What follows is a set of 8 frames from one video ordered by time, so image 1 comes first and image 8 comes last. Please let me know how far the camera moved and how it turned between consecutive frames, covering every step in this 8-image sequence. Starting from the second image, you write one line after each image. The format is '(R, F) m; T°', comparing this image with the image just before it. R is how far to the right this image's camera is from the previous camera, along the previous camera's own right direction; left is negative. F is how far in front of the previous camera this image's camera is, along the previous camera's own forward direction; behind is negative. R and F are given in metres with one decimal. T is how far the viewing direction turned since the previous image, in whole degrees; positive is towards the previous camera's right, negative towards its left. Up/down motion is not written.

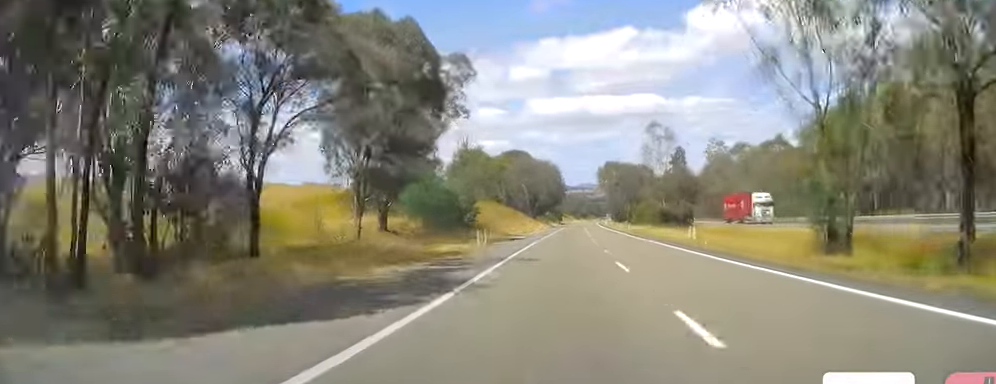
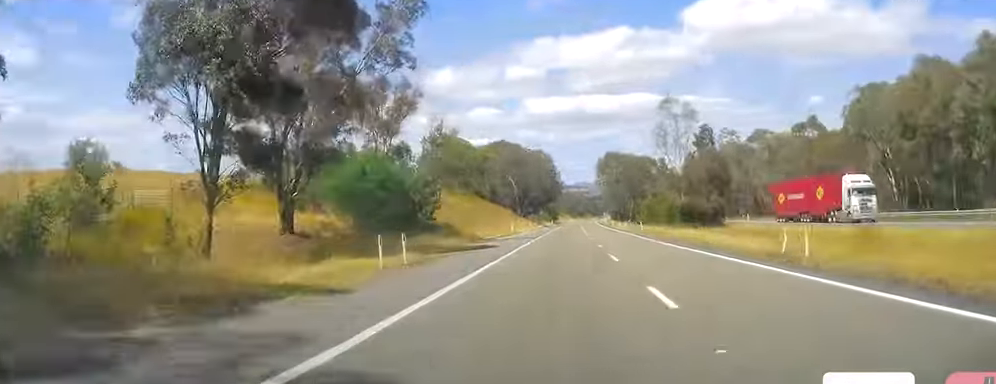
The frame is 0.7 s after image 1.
(-0.2, +21.0) m; 0°
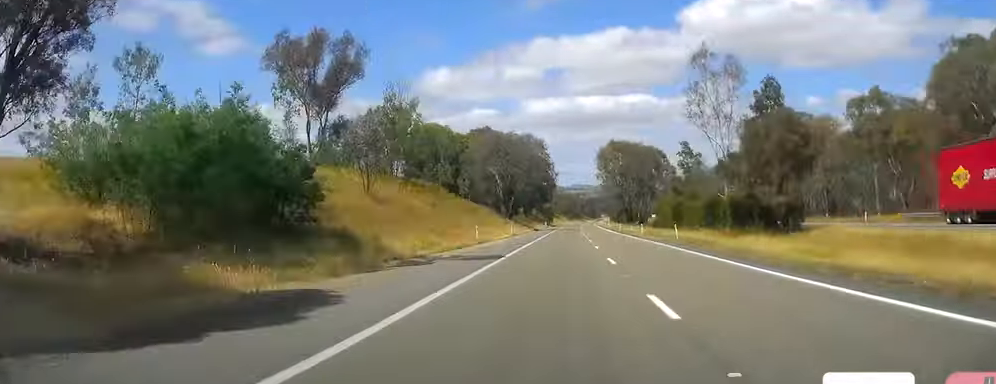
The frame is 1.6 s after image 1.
(+0.1, +24.8) m; 0°
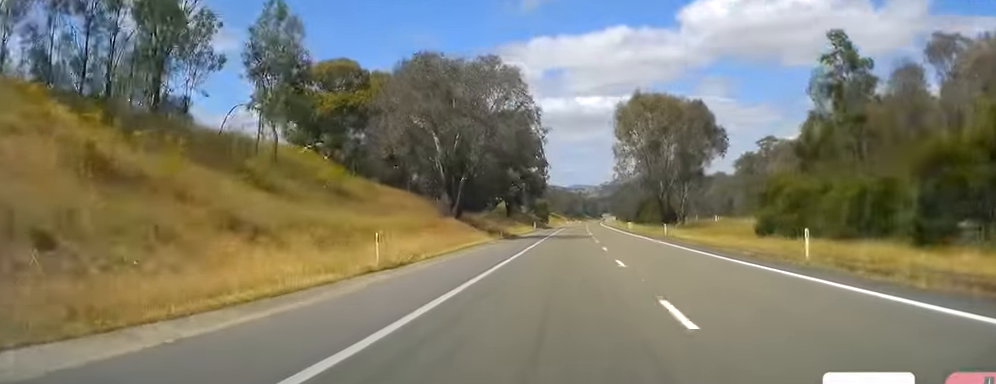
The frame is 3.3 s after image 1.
(+0.4, +49.2) m; +1°
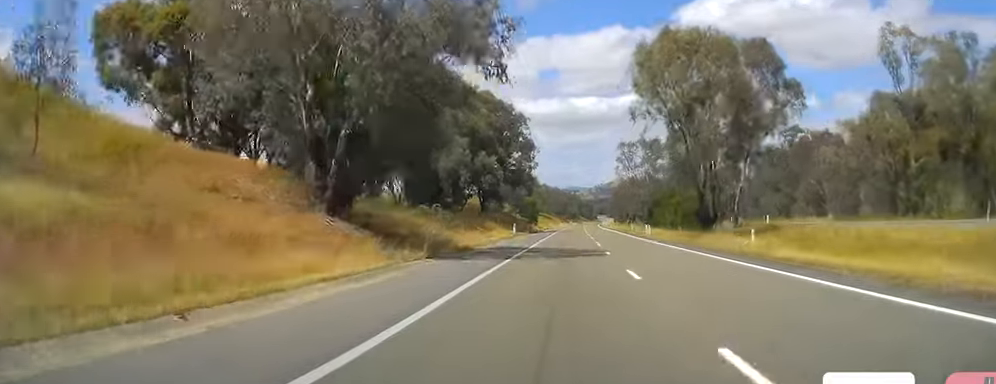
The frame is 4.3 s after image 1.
(+0.1, +28.5) m; 0°
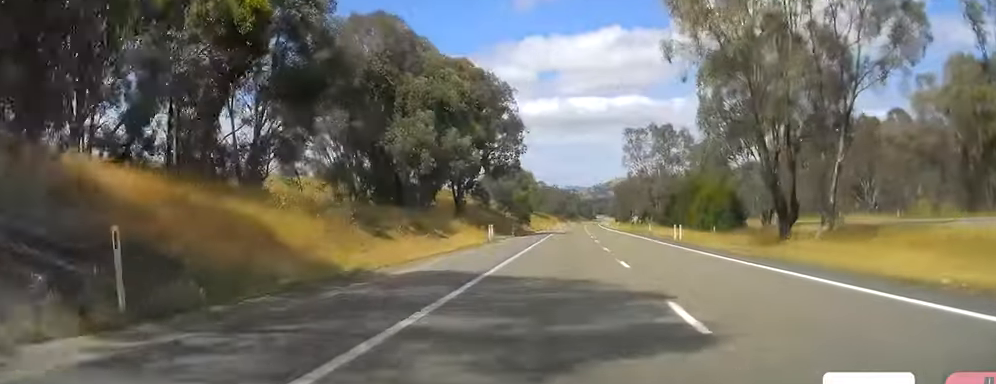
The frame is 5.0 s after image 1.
(-0.2, +19.9) m; 0°
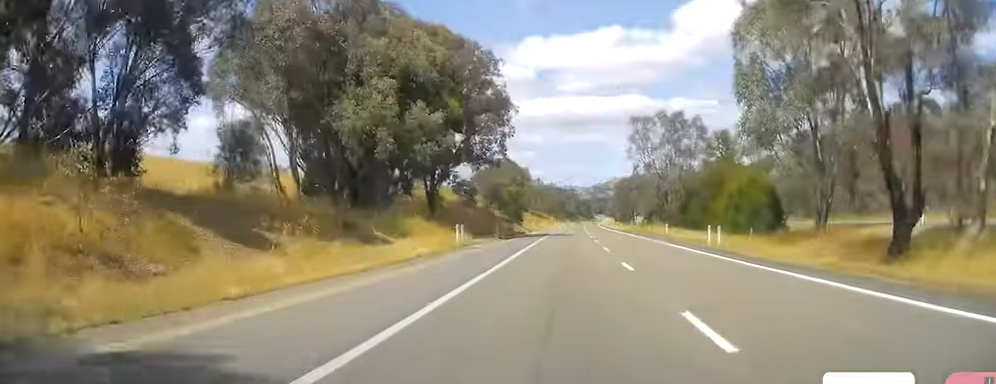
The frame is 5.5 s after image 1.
(0.0, +13.3) m; +1°
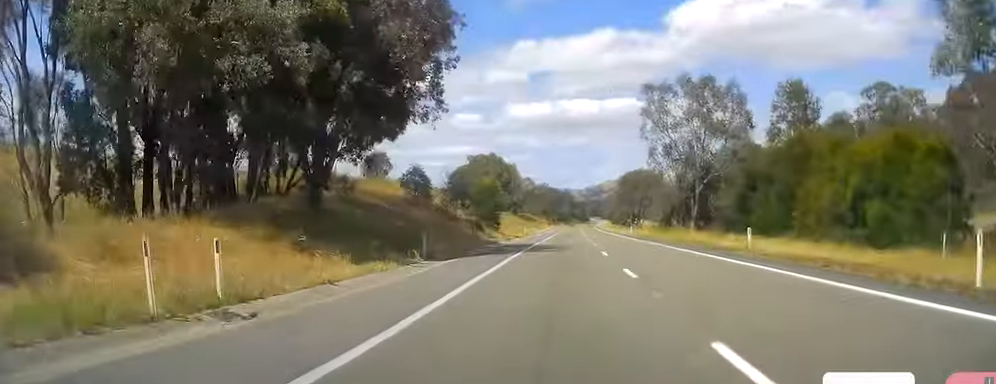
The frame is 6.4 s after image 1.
(+0.3, +26.6) m; +1°
